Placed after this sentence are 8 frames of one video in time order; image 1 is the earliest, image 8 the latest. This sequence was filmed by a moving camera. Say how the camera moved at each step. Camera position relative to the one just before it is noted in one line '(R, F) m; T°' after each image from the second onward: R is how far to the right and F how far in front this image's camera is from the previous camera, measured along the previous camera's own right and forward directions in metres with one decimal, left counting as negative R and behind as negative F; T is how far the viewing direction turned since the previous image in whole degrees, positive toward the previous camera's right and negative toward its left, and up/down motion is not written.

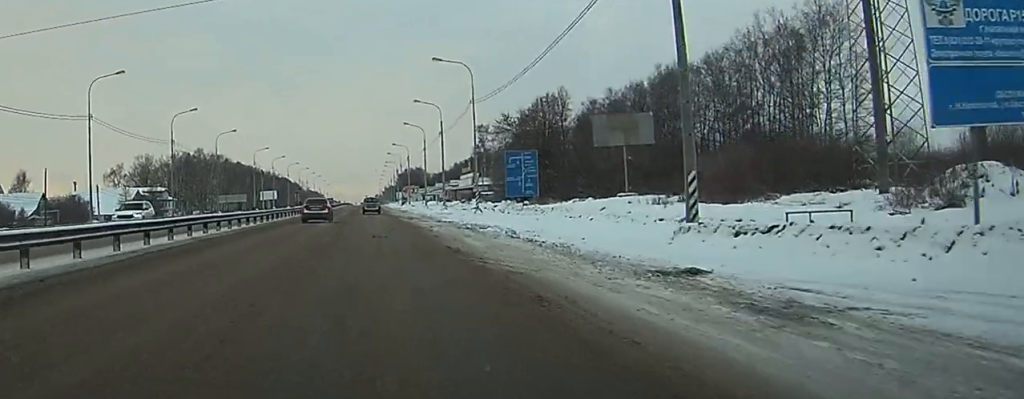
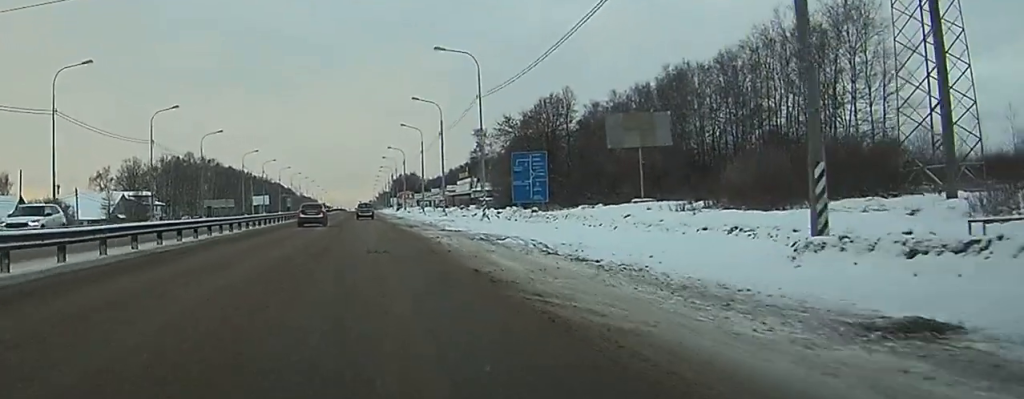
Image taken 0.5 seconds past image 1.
(0.0, +7.7) m; 0°
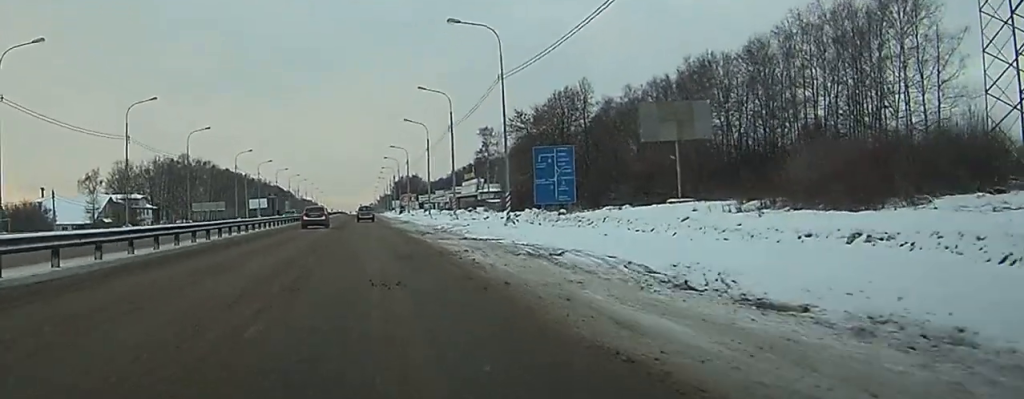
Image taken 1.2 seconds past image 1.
(0.0, +10.7) m; 0°
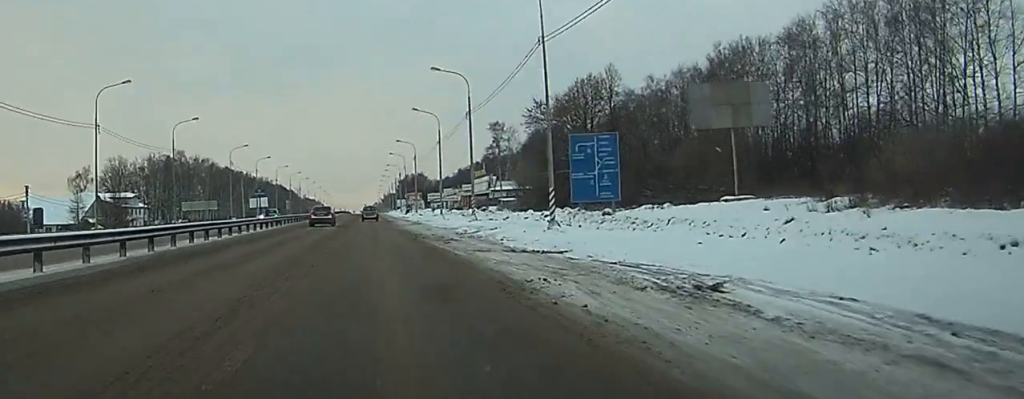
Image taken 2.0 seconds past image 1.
(0.0, +11.1) m; 0°
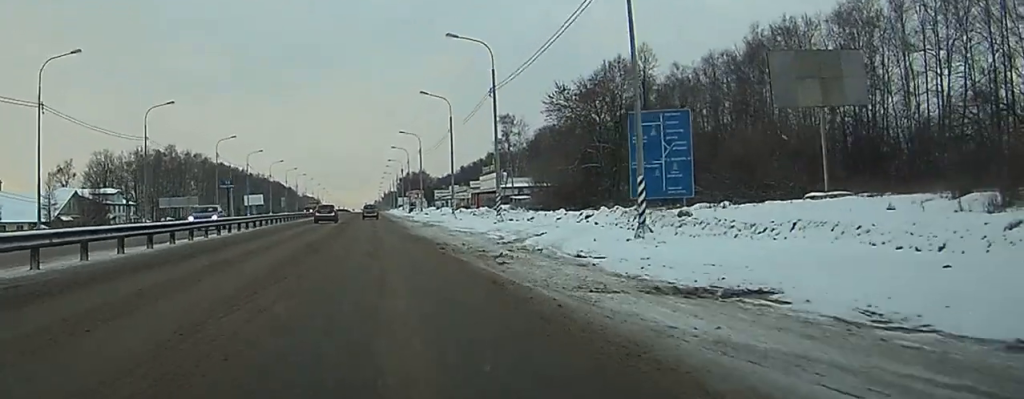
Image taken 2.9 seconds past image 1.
(+0.1, +13.0) m; 0°
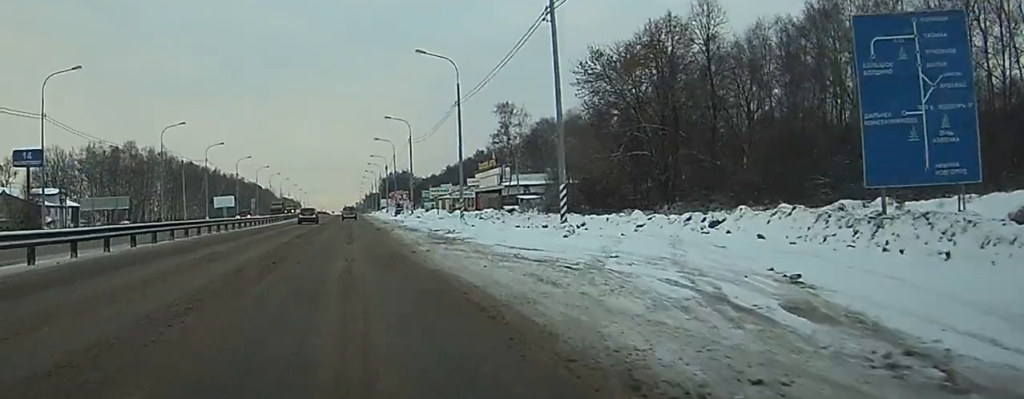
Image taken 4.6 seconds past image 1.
(0.0, +22.9) m; +3°
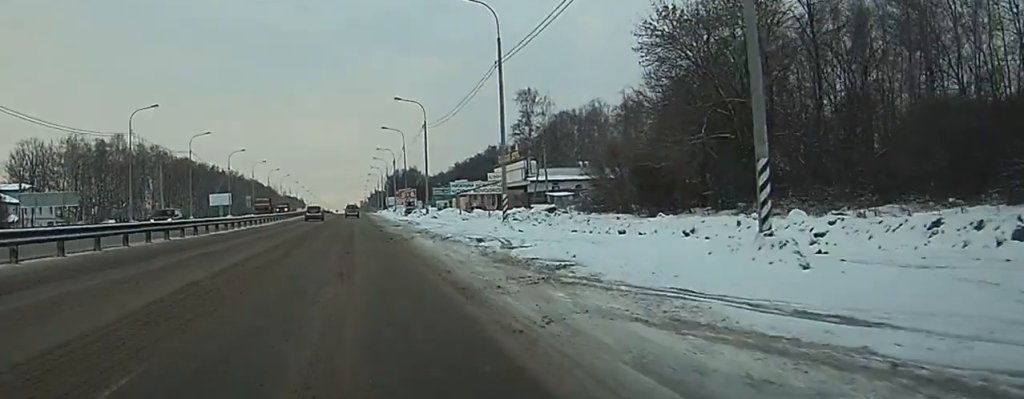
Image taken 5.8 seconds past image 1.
(+1.1, +15.9) m; 0°
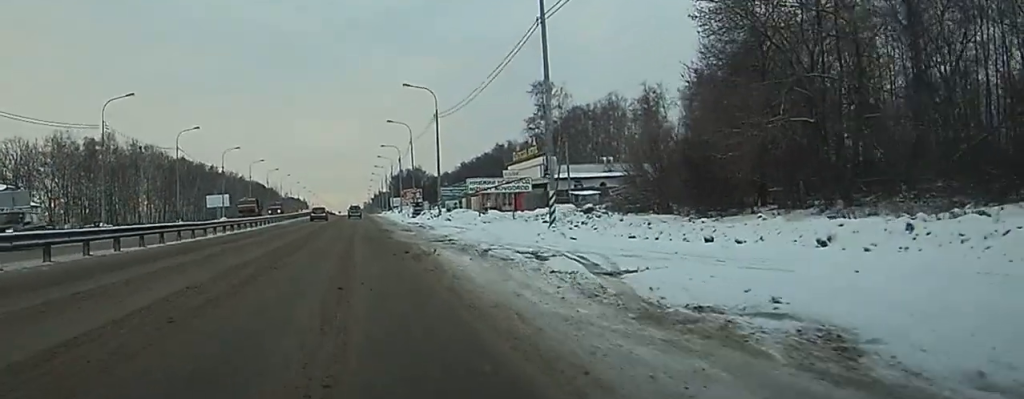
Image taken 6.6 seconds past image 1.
(-0.5, +9.9) m; -5°
